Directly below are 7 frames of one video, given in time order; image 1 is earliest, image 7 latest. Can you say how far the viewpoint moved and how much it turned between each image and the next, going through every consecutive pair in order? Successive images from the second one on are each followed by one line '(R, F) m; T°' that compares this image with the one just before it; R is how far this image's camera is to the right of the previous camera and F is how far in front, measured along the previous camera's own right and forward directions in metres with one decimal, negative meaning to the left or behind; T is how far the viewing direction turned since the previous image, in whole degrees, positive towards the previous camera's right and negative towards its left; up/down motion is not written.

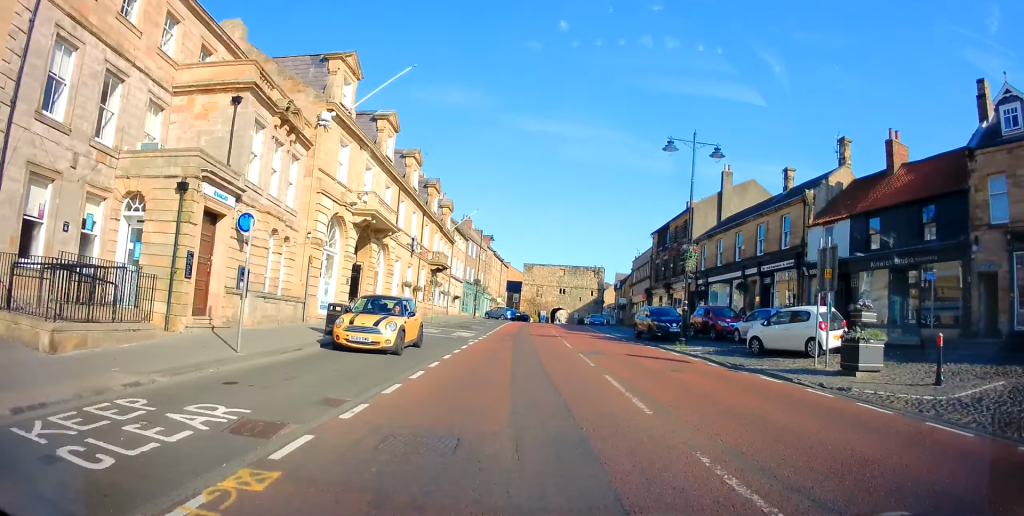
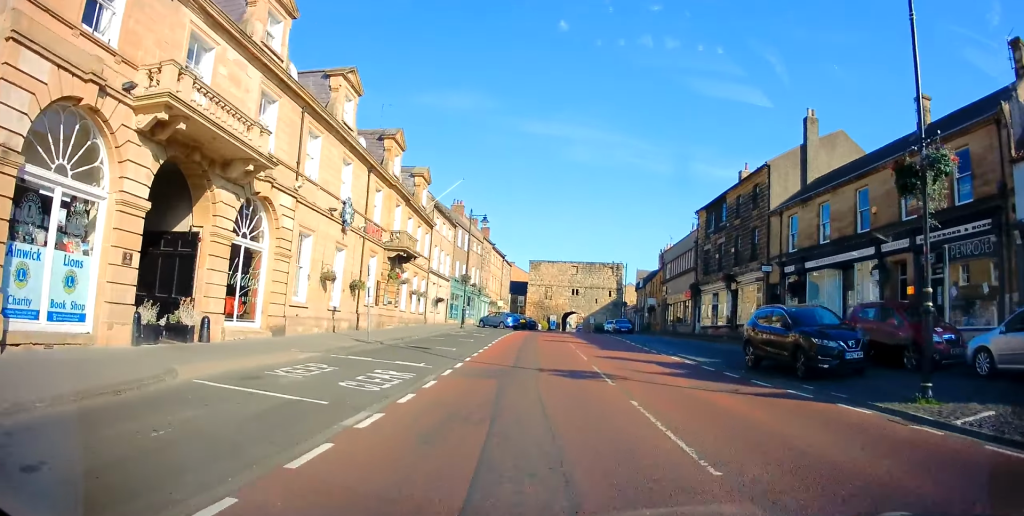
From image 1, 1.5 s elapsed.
(0.0, +14.5) m; 0°
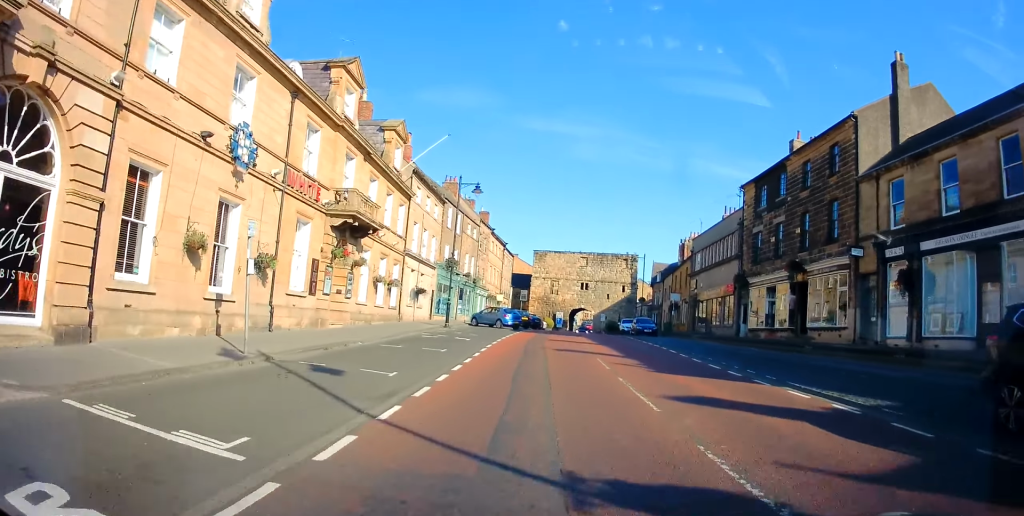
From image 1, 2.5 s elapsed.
(-0.1, +8.9) m; 0°
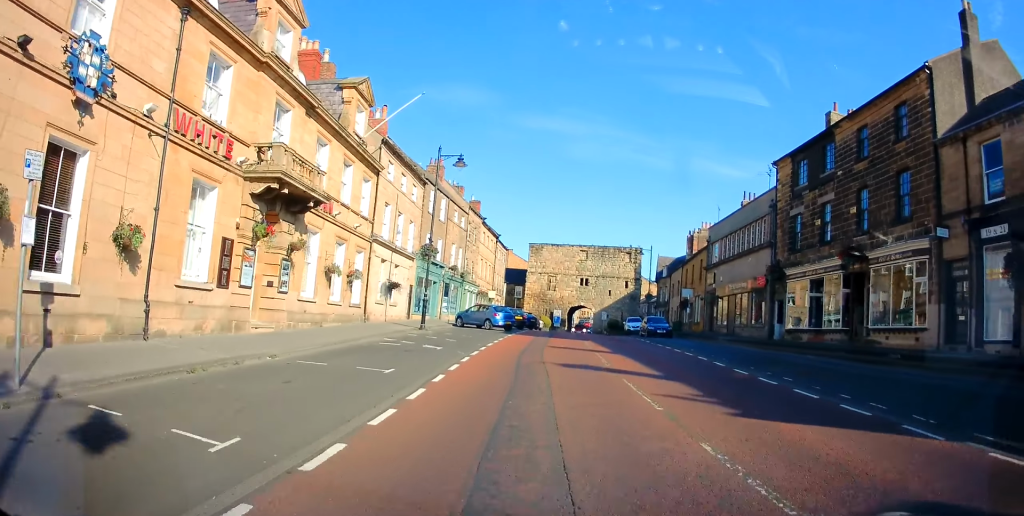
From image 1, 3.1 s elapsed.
(0.0, +5.8) m; 0°
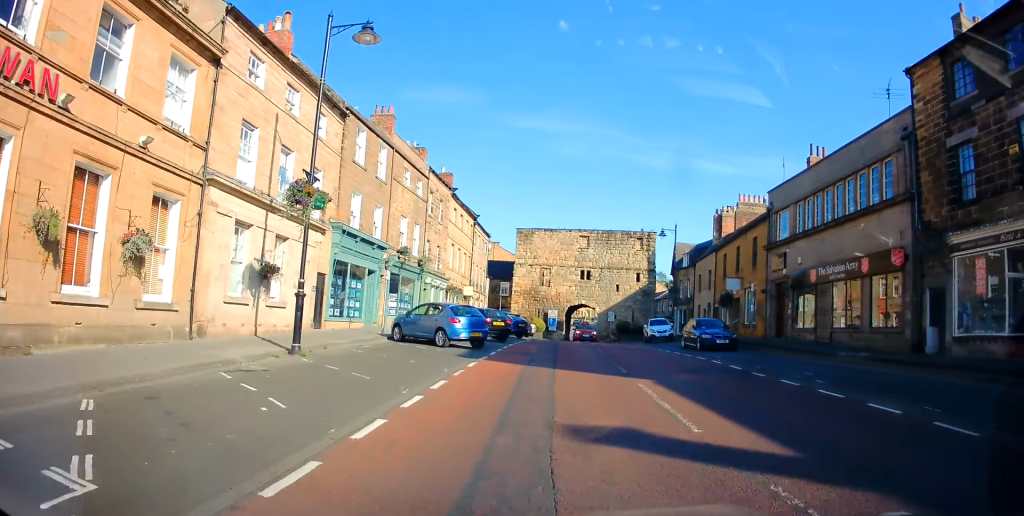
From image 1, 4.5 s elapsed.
(+0.3, +13.7) m; +2°
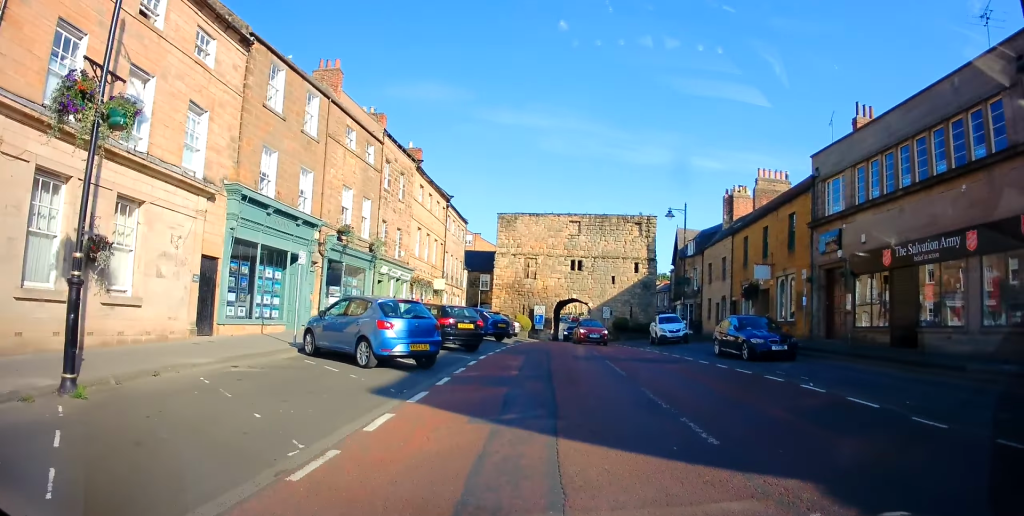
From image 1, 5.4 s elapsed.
(0.0, +7.2) m; +1°
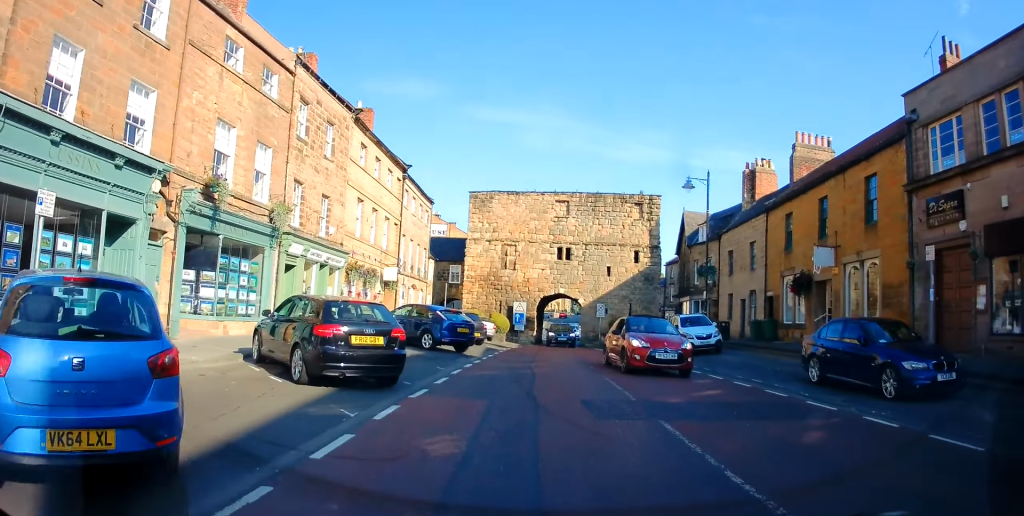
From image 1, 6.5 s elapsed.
(+0.2, +9.0) m; +2°
